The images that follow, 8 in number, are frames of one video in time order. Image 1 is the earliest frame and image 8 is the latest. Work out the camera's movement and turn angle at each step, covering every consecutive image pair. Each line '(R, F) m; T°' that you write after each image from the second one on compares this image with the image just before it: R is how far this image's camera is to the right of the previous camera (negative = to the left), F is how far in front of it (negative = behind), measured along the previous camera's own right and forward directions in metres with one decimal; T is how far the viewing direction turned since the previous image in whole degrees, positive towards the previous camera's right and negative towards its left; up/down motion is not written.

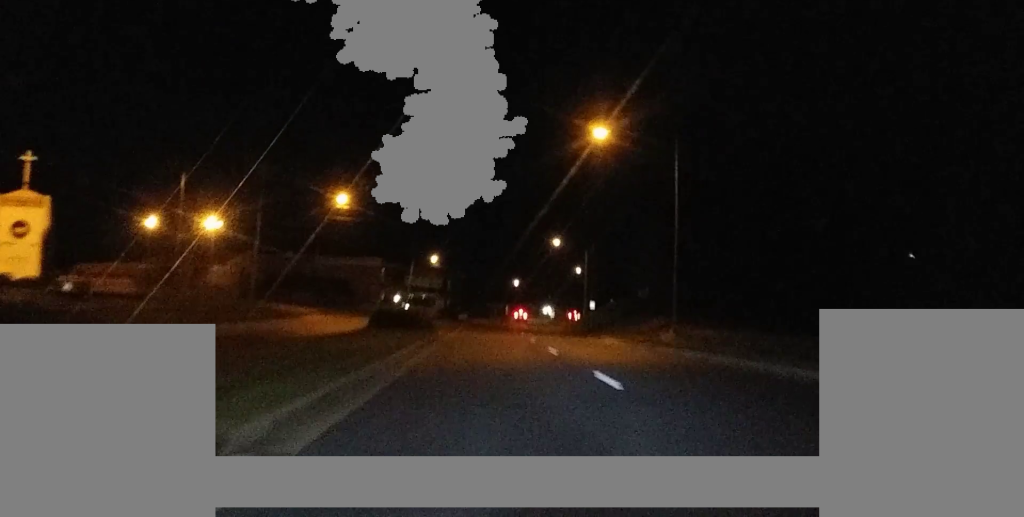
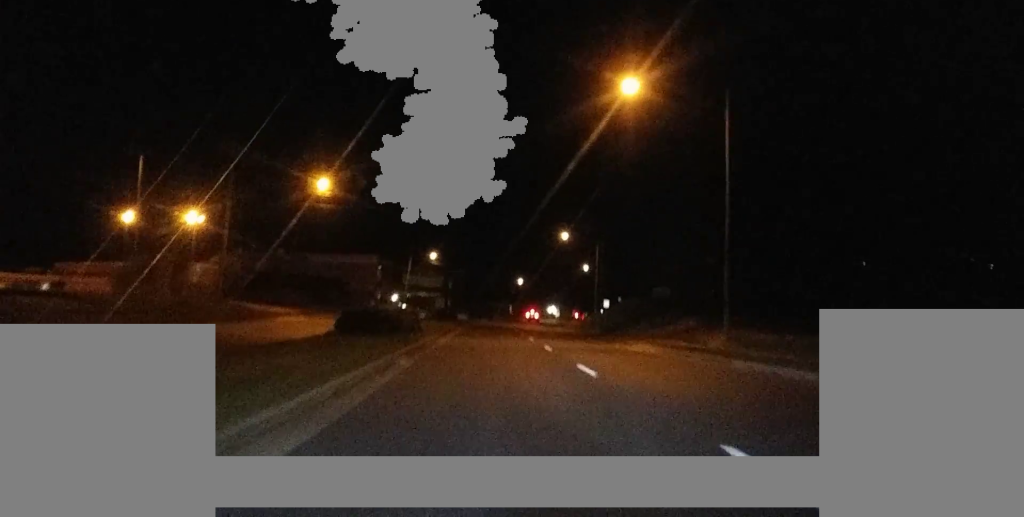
(0.0, +11.6) m; 0°
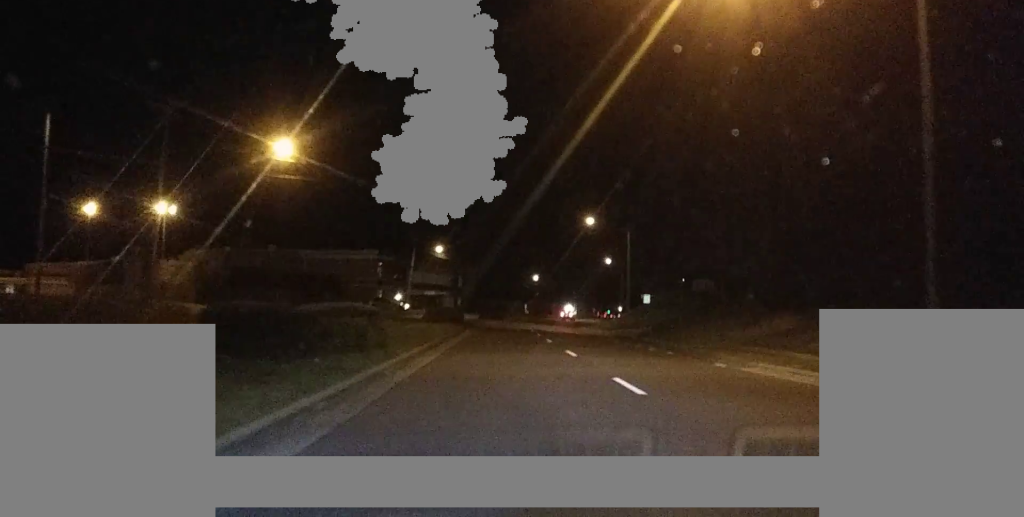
(-0.1, +18.1) m; 0°
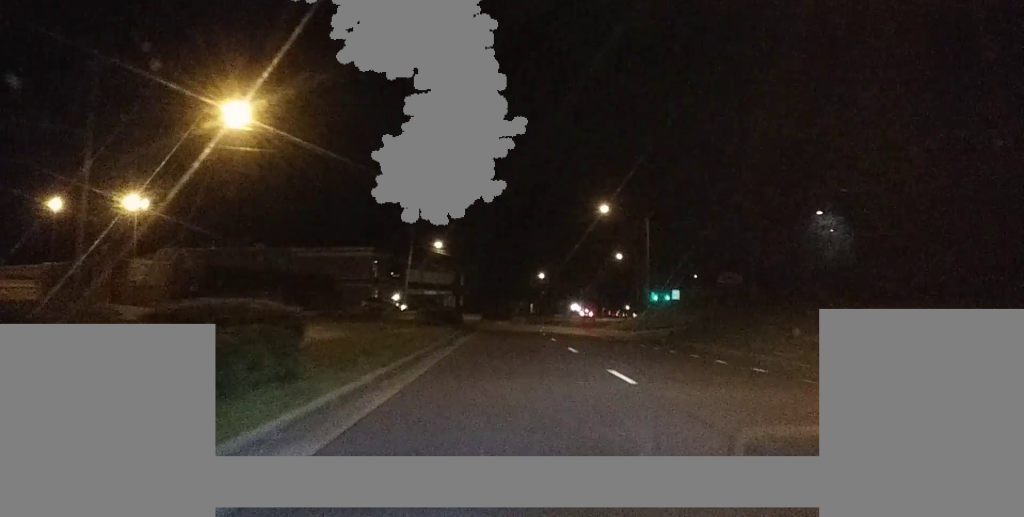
(0.0, +9.6) m; 0°
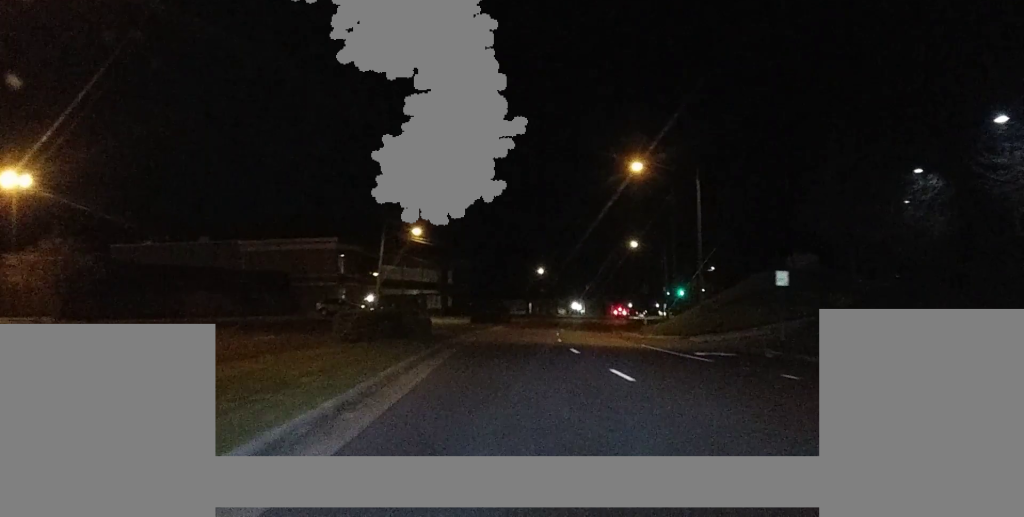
(-0.1, +21.1) m; 0°
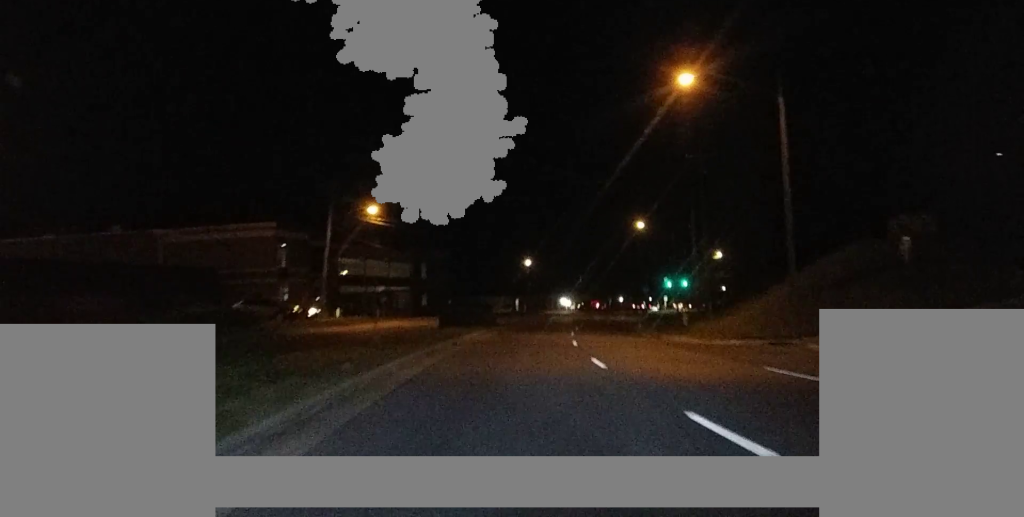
(+0.1, +17.8) m; +1°
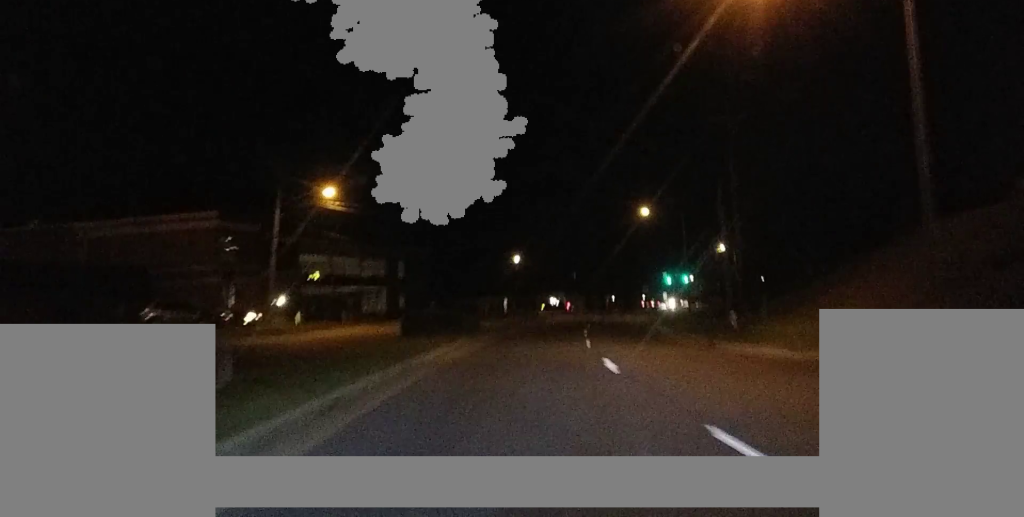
(+0.1, +13.0) m; +1°
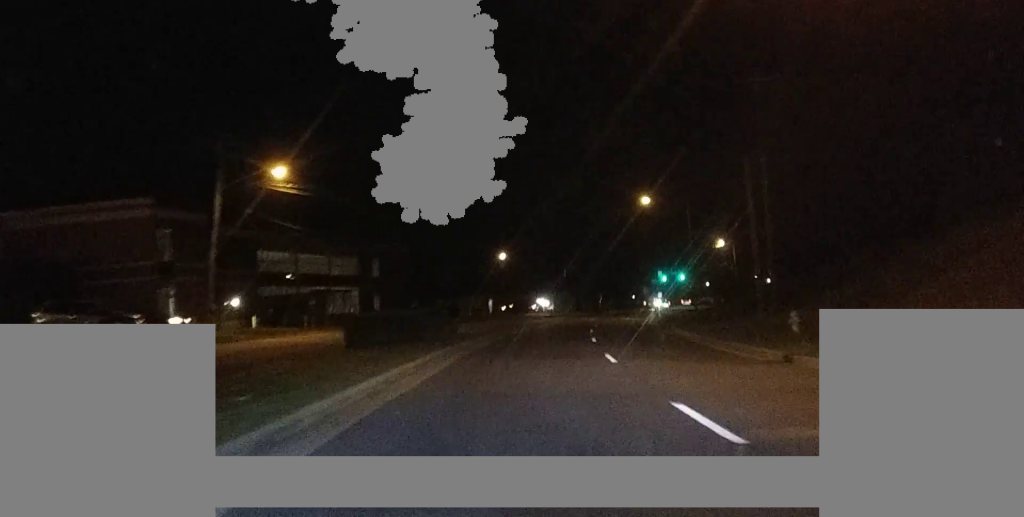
(0.0, +10.1) m; +1°
